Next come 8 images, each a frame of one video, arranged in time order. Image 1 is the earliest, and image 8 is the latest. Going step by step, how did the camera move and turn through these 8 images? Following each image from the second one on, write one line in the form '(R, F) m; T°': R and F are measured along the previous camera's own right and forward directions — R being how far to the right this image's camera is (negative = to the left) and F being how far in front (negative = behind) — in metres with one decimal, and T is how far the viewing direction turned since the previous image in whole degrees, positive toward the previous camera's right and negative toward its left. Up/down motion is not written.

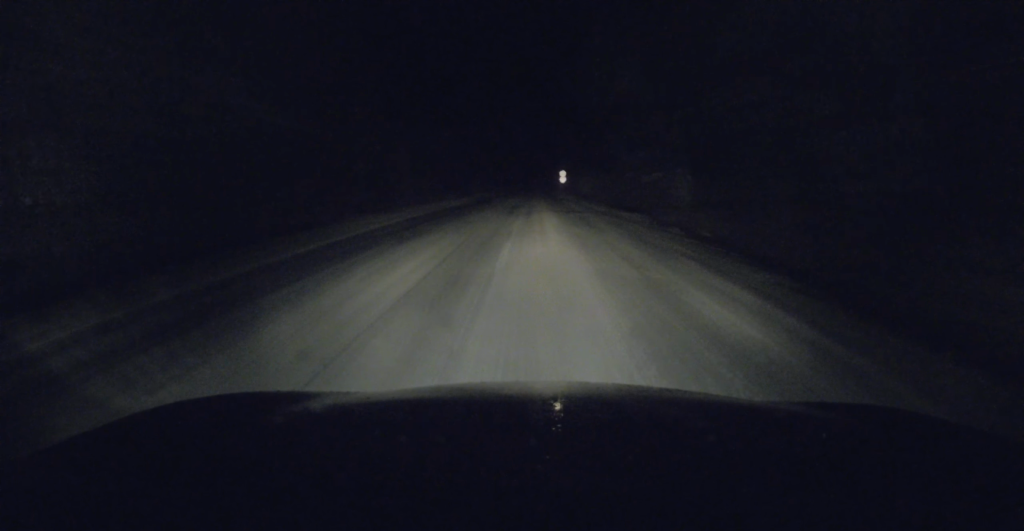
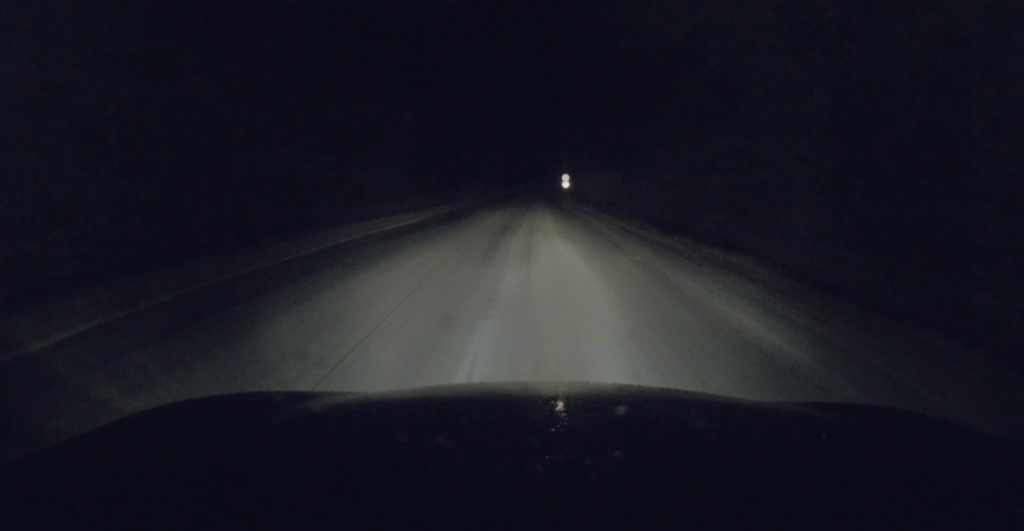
(-0.4, +11.4) m; -1°
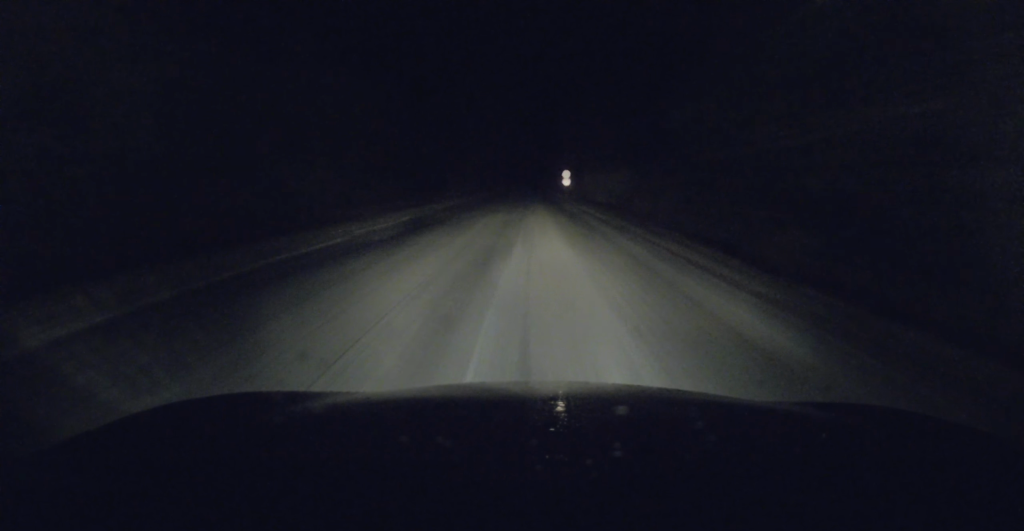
(+0.1, +7.5) m; +1°
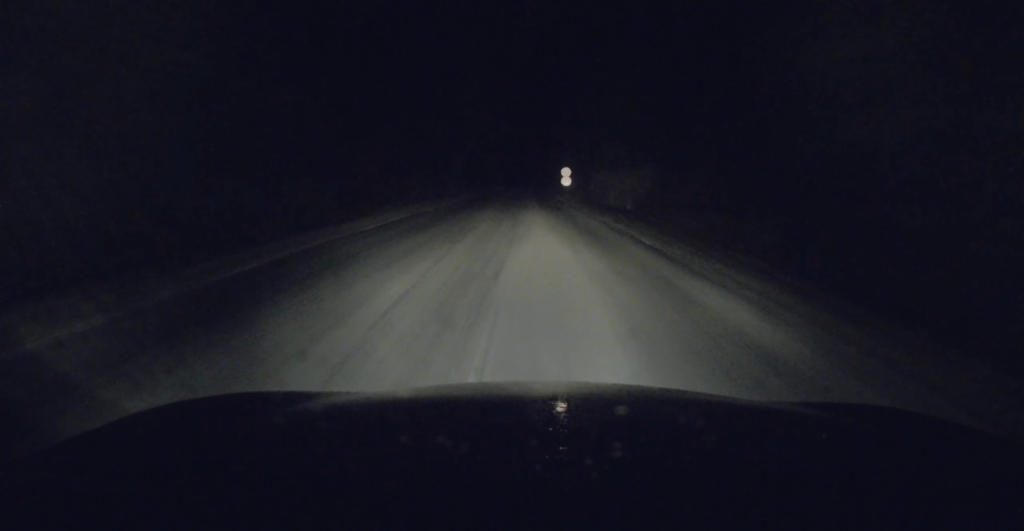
(+0.2, +10.8) m; +1°
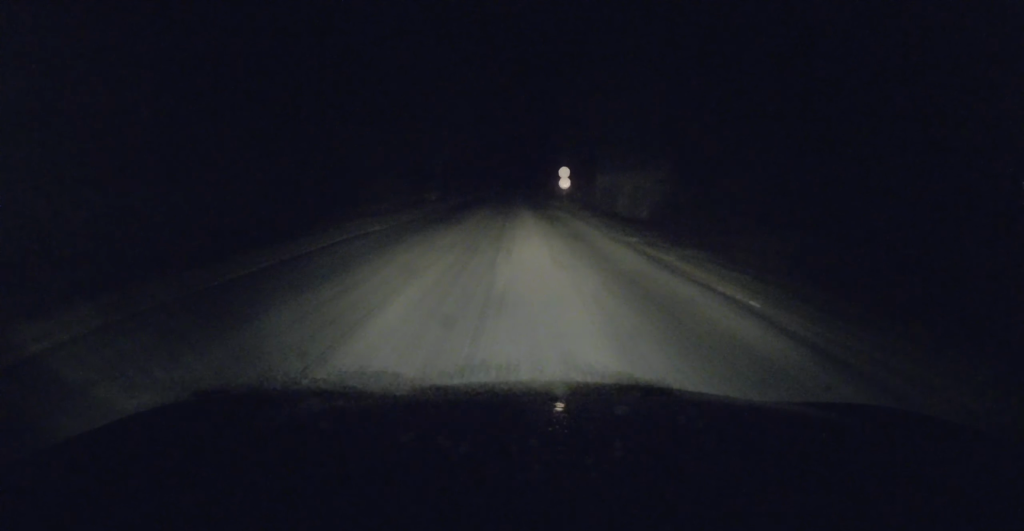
(0.0, +7.1) m; 0°
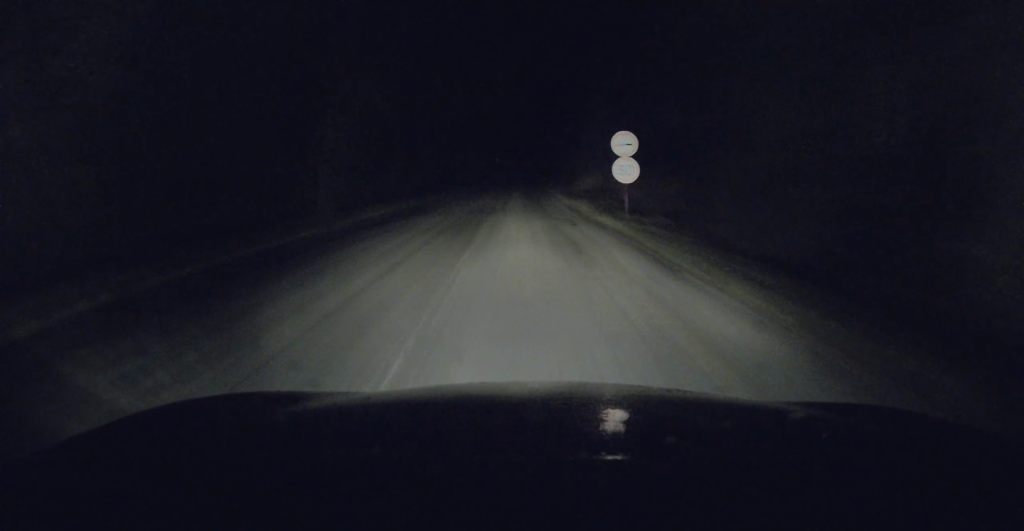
(+0.2, +27.0) m; 0°
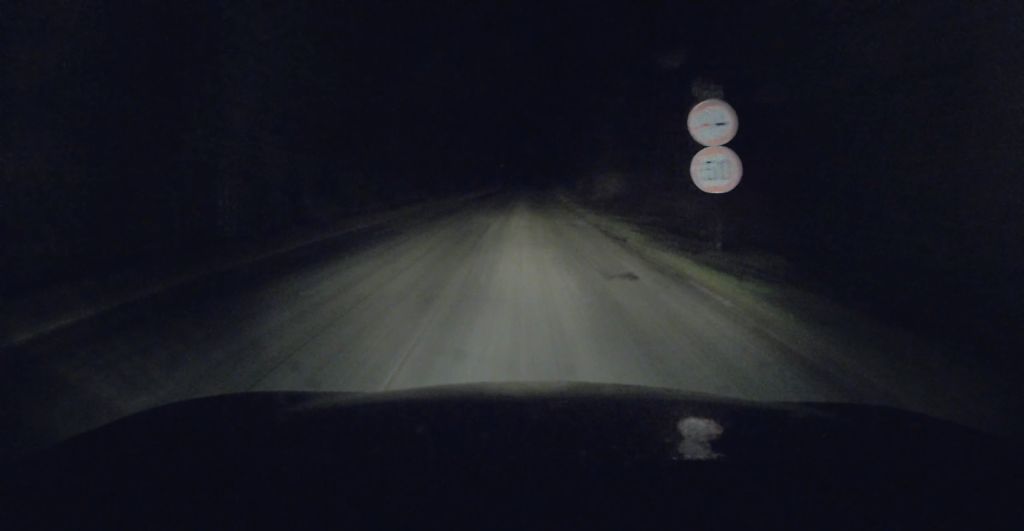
(-0.1, +8.0) m; 0°
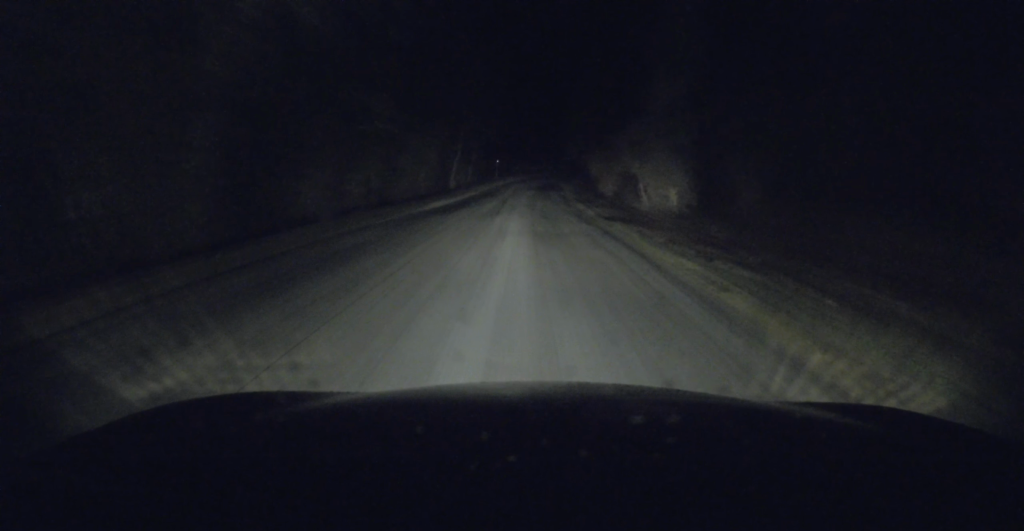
(+0.2, +16.0) m; +2°
